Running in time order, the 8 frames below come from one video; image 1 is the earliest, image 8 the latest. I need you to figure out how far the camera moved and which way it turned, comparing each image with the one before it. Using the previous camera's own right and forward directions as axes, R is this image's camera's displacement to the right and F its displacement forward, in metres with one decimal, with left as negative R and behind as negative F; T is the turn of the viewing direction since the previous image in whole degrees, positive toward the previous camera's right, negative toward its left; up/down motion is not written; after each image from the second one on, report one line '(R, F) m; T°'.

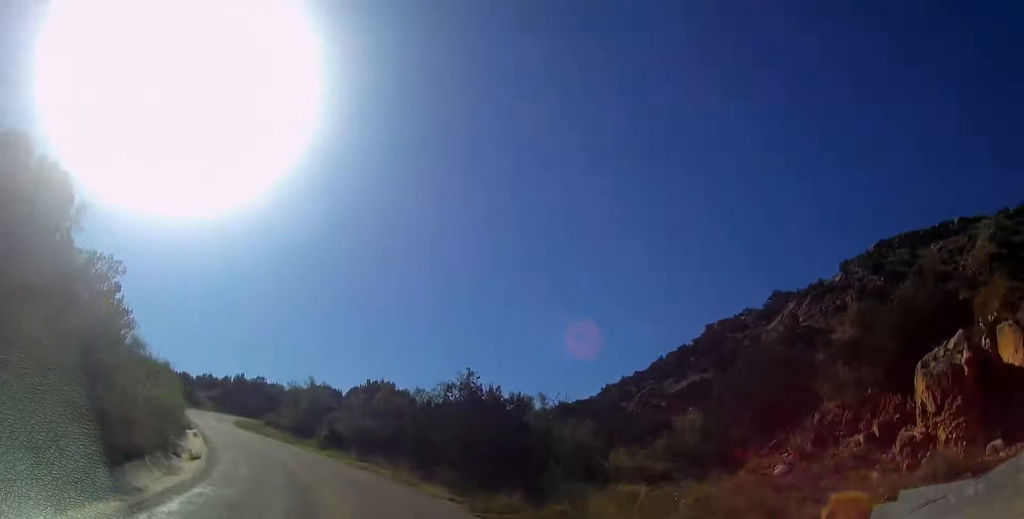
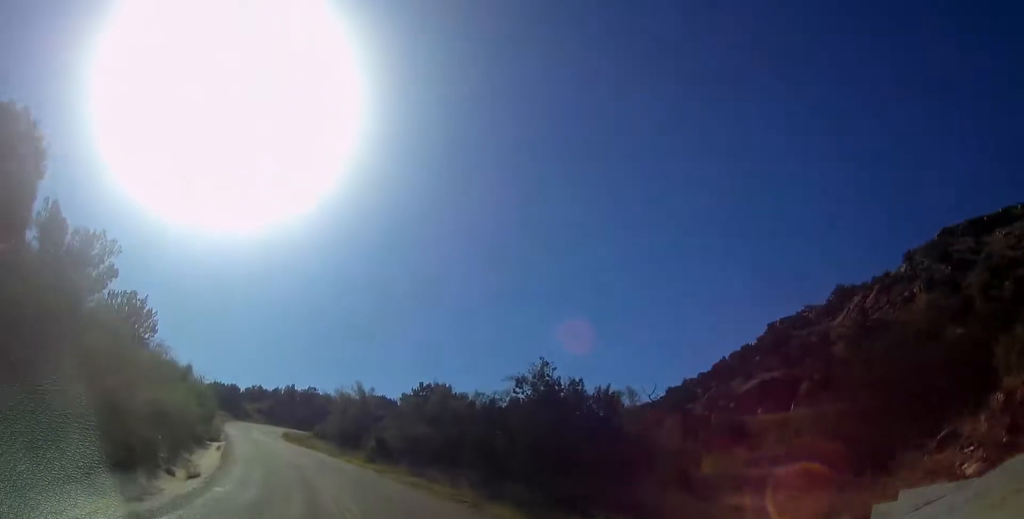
(0.0, +4.6) m; -5°
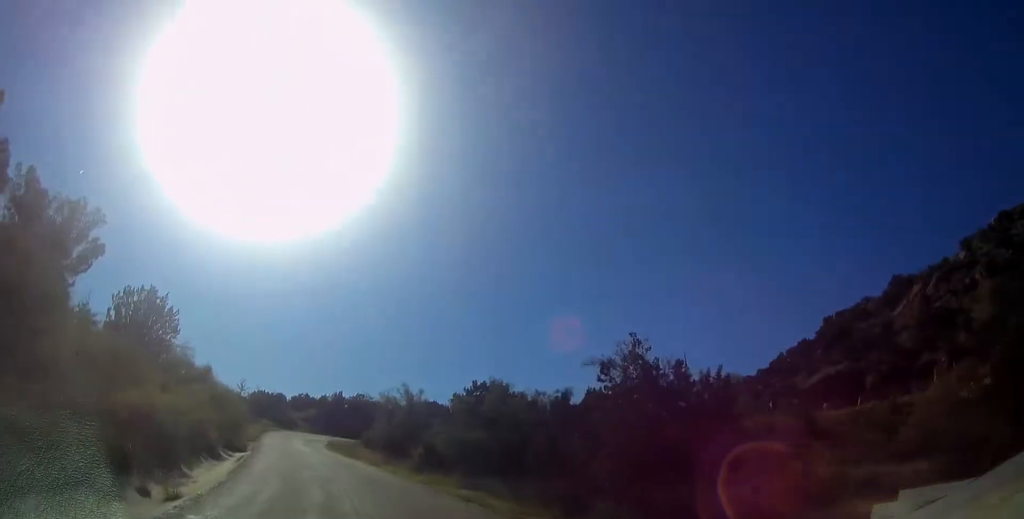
(-0.4, +4.3) m; -6°
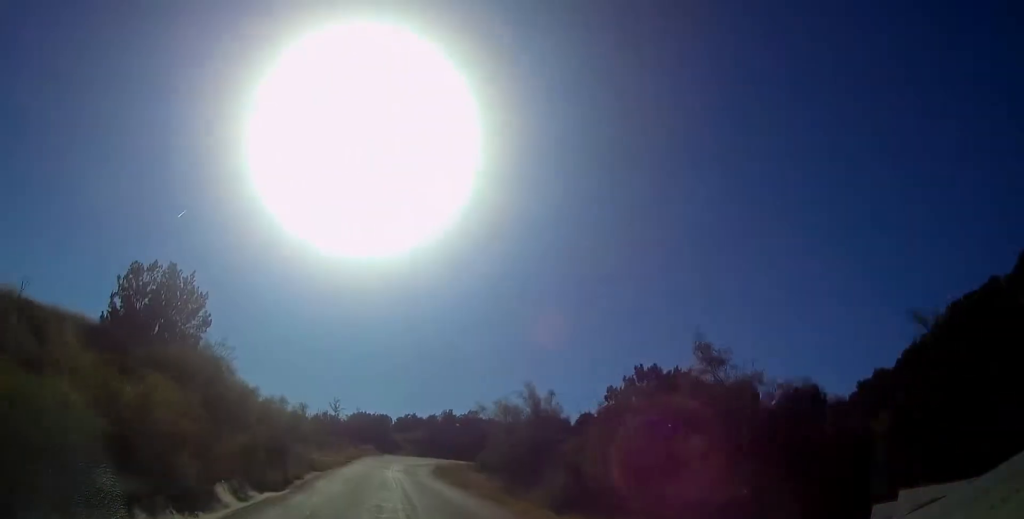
(-1.2, +10.4) m; -9°
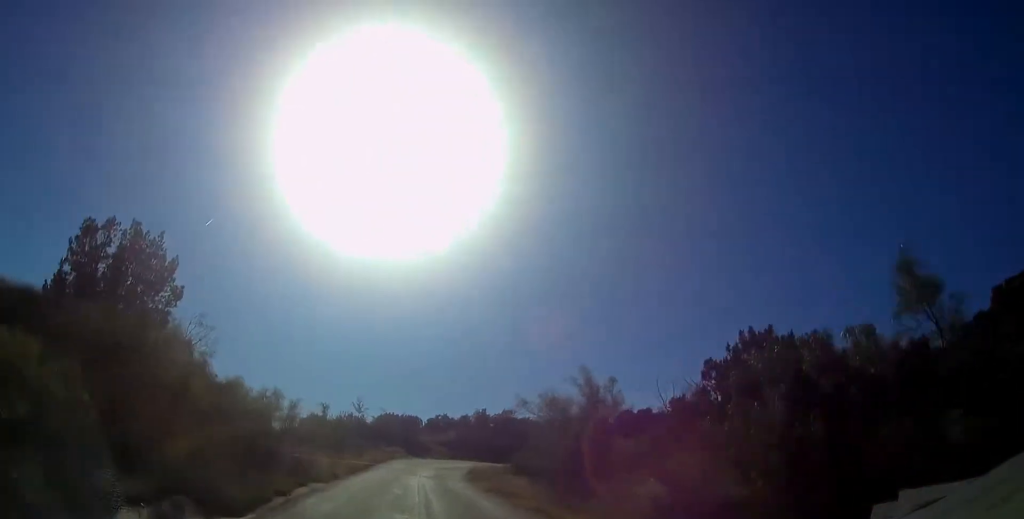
(-0.2, +5.8) m; -3°
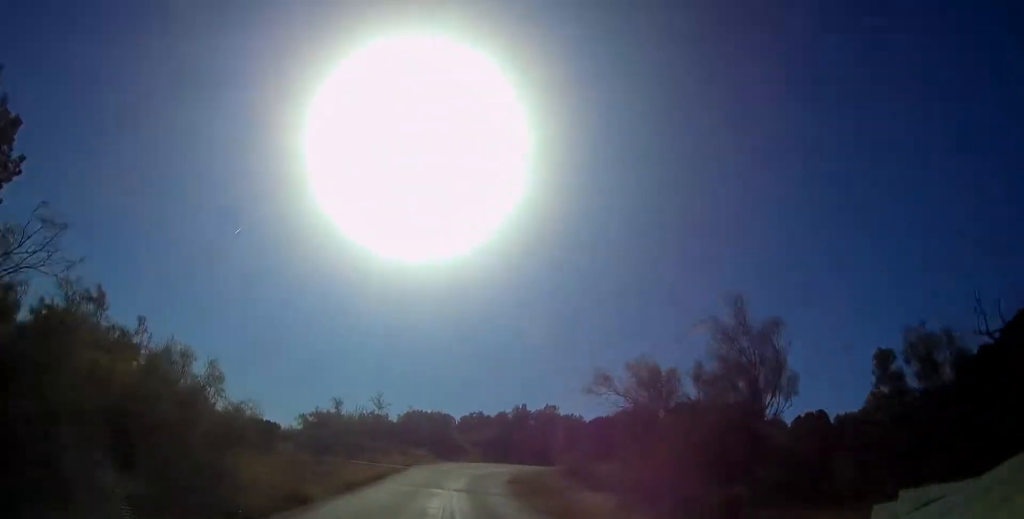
(-0.2, +10.8) m; -3°
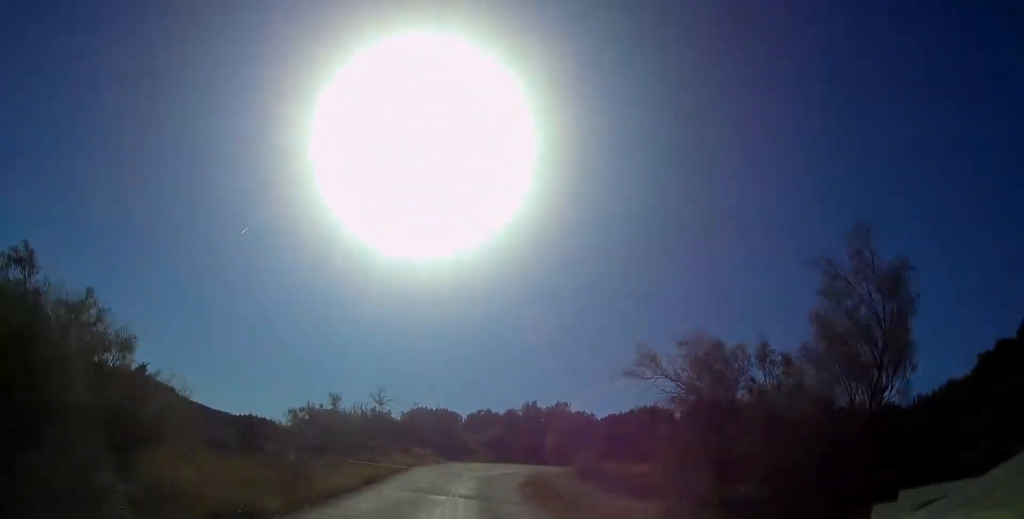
(-0.2, +4.3) m; -1°
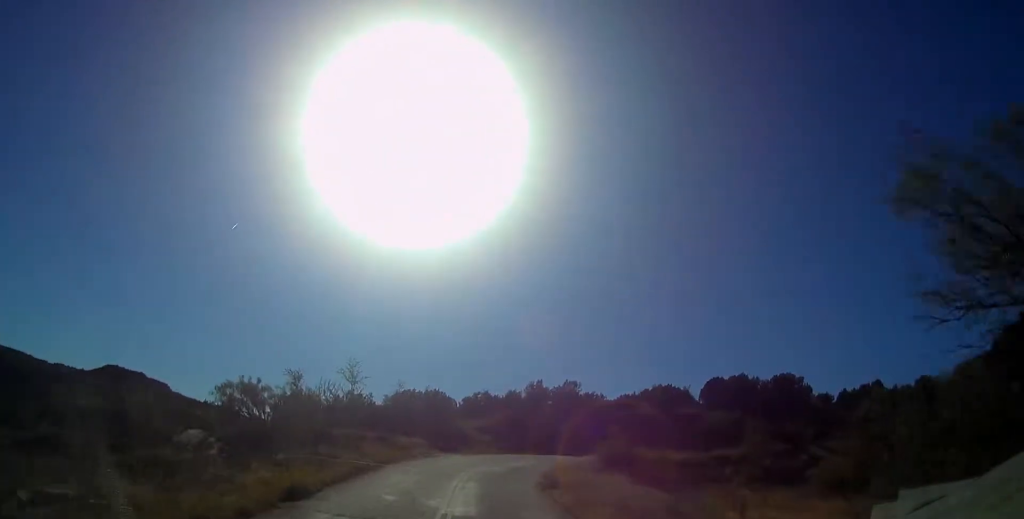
(-0.2, +10.7) m; 0°
